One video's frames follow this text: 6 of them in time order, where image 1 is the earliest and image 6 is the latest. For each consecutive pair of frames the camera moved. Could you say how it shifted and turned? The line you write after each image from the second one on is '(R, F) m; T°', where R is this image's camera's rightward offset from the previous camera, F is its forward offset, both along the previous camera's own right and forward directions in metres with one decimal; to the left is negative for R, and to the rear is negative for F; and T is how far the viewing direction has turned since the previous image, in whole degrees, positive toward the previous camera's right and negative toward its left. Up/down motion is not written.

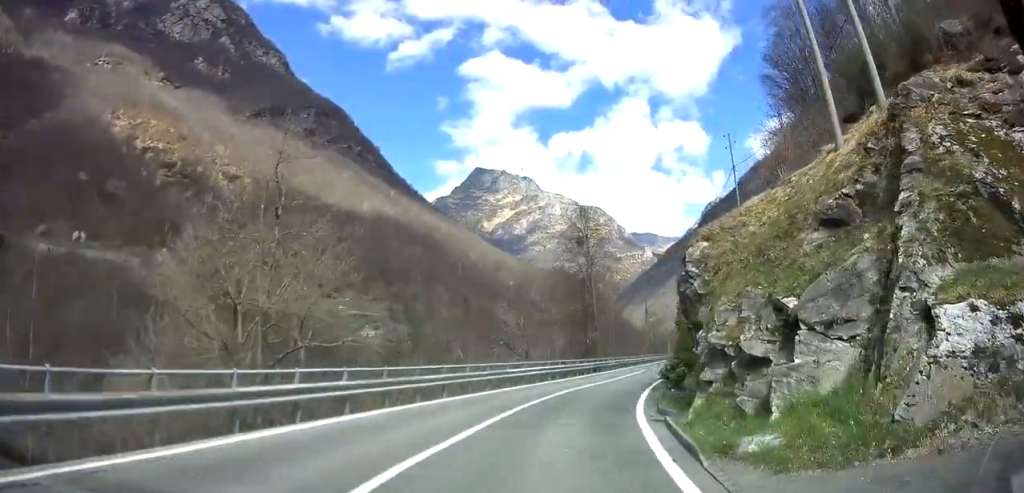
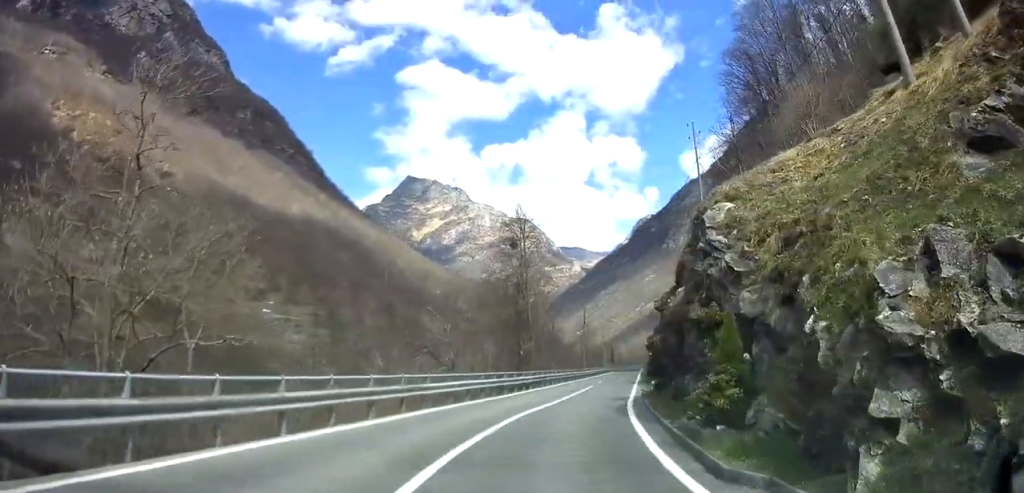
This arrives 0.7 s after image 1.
(+0.2, +6.6) m; +6°
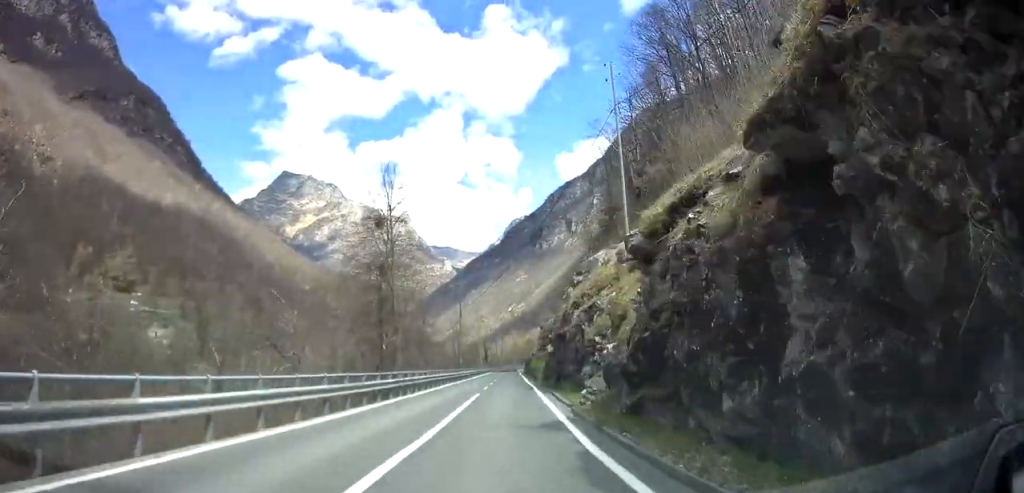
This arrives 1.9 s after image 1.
(+1.0, +10.3) m; +9°
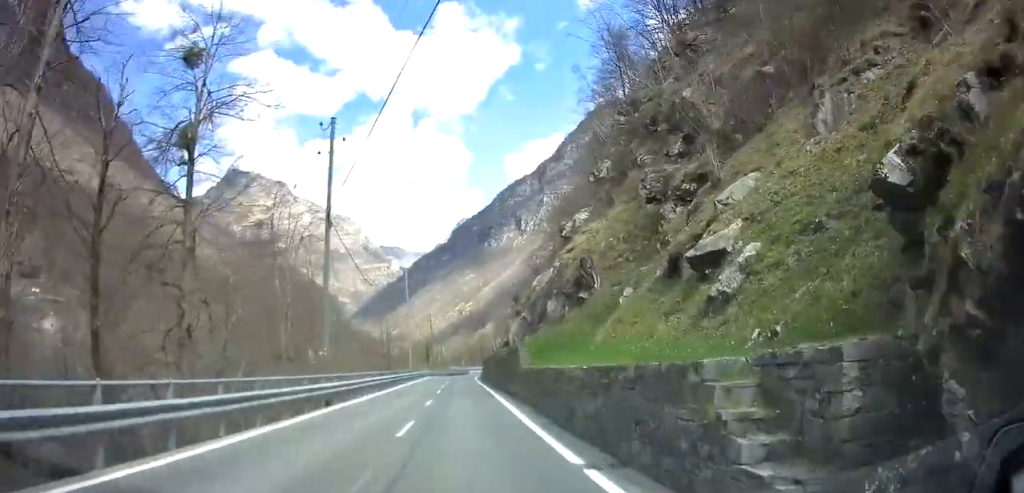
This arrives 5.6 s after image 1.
(+8.5, +36.0) m; +18°
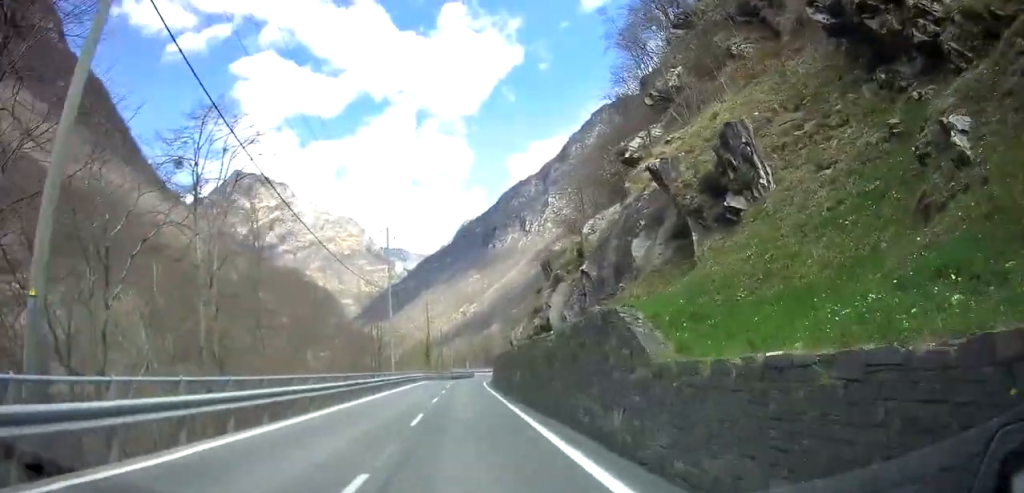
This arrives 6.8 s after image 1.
(-1.4, +16.3) m; -7°
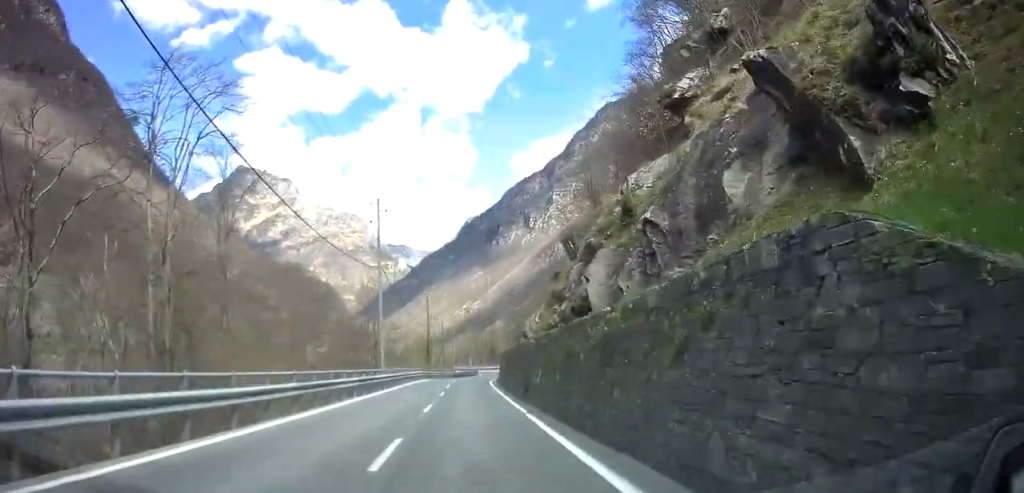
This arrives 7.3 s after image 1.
(-0.2, +5.8) m; -1°
